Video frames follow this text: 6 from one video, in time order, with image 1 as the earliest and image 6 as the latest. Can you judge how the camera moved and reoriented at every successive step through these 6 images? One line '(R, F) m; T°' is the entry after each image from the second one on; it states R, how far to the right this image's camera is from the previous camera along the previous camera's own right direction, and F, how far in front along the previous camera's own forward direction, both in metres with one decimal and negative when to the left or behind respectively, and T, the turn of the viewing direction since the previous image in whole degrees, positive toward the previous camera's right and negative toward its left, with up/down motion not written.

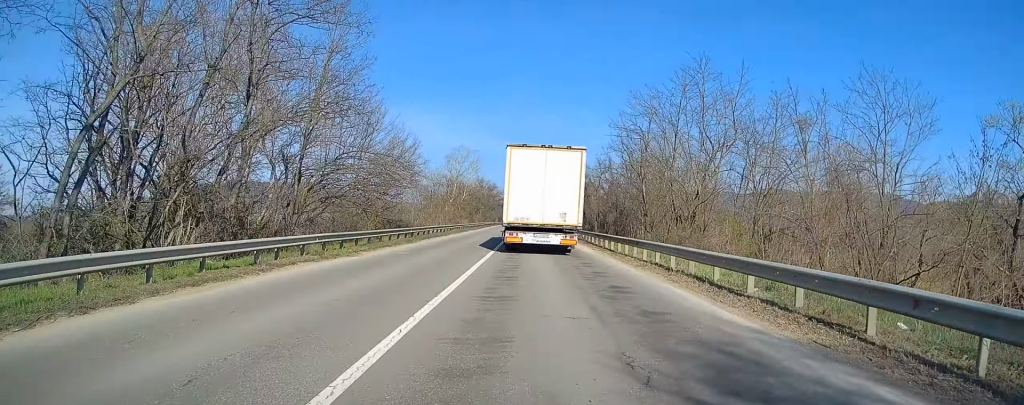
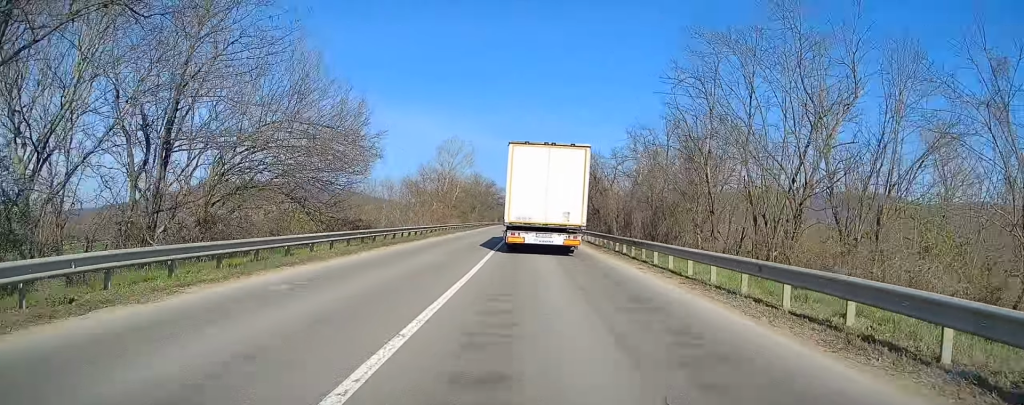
(+0.1, +11.5) m; -1°
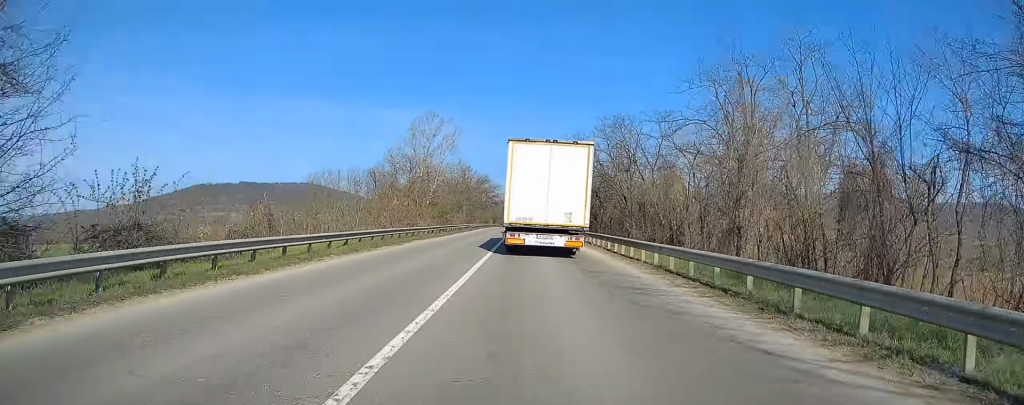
(-0.3, +20.4) m; -1°
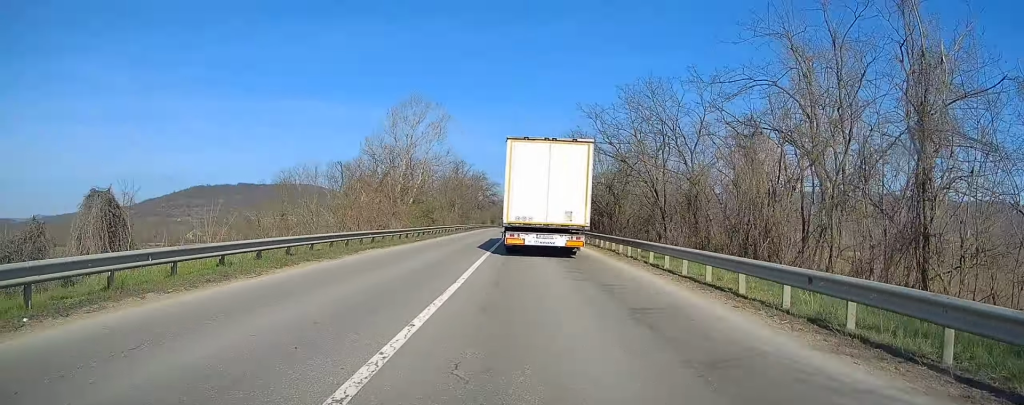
(-0.1, +9.8) m; 0°
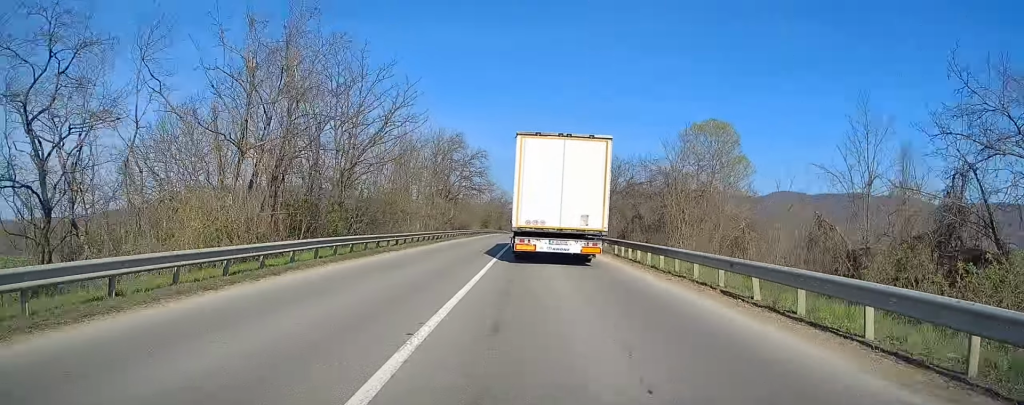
(+0.8, +59.8) m; 0°
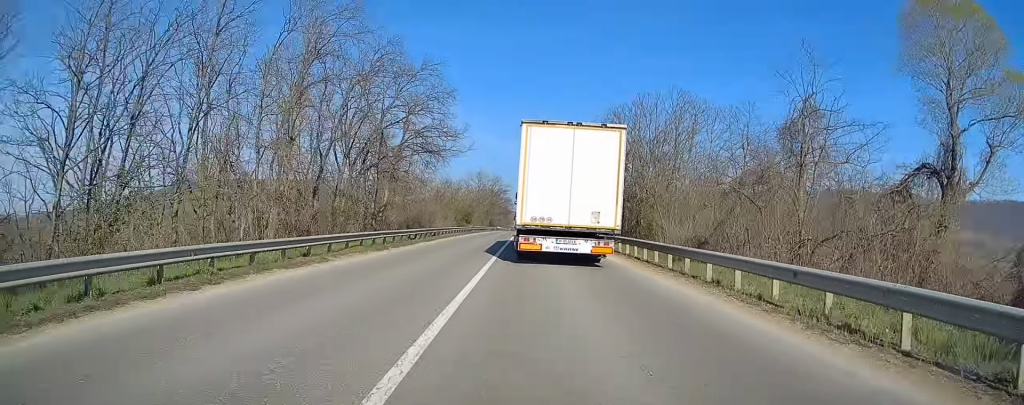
(-0.2, +34.4) m; 0°
